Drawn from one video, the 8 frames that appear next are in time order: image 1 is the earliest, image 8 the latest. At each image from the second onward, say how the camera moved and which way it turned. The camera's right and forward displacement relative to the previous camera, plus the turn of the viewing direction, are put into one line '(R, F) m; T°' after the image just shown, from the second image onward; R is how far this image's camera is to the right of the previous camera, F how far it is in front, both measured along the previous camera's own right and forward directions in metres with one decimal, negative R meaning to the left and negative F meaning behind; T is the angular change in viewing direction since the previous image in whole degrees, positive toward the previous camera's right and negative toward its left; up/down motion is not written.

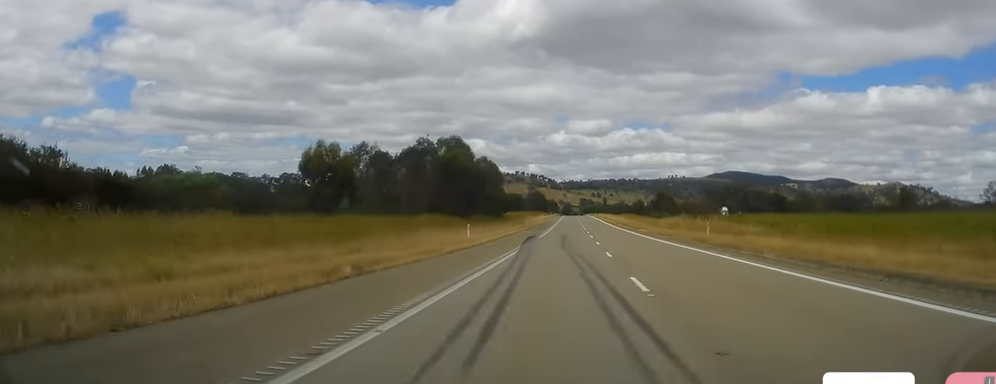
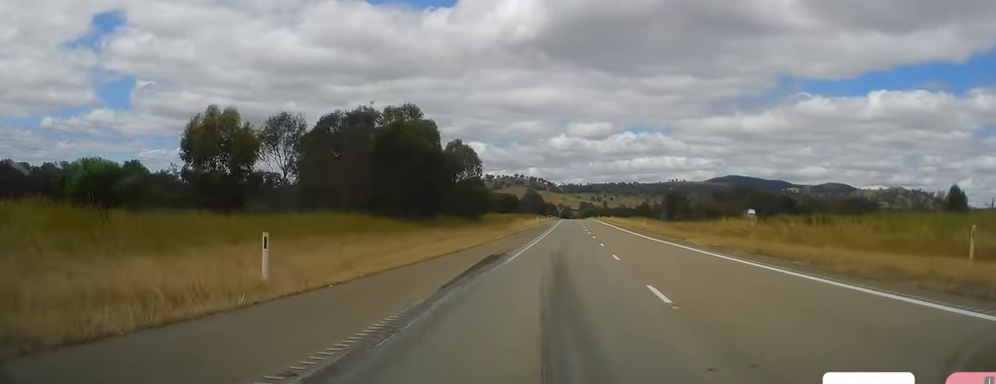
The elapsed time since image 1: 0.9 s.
(+0.4, +25.9) m; +1°
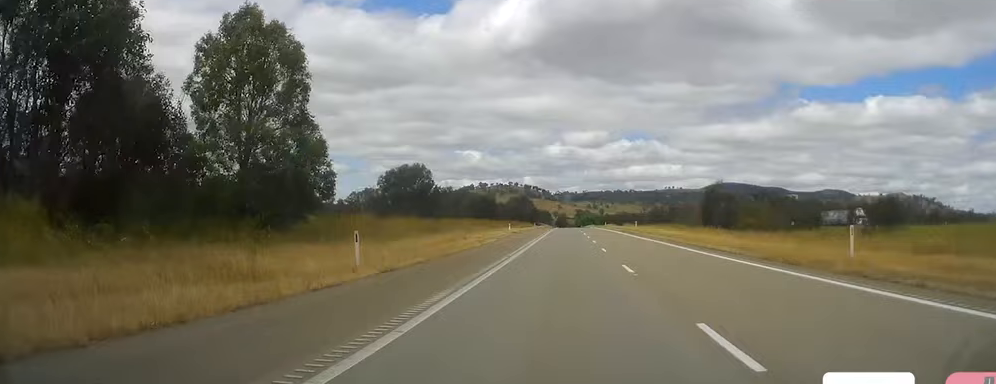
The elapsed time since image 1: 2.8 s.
(-0.2, +54.2) m; -1°
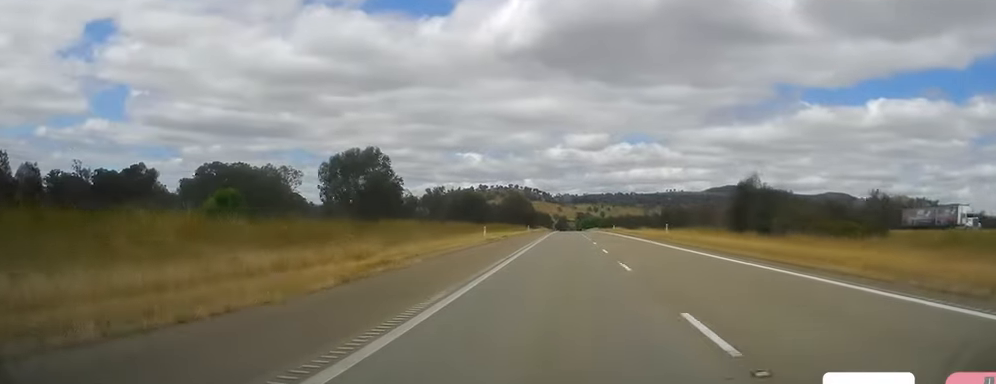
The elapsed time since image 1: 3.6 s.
(-0.1, +23.8) m; 0°
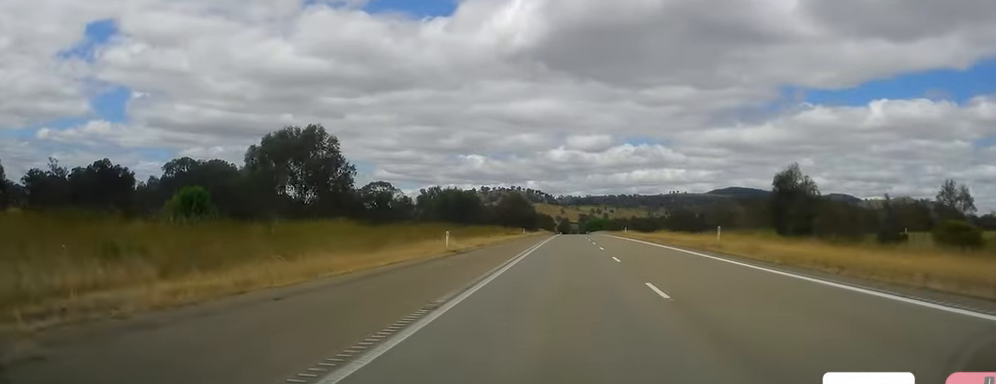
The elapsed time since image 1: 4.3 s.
(+0.1, +18.1) m; 0°
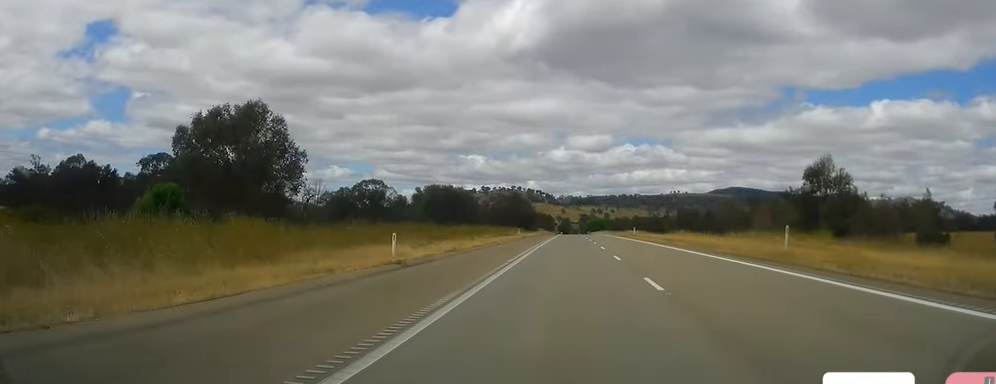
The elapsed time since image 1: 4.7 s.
(-0.1, +11.4) m; 0°
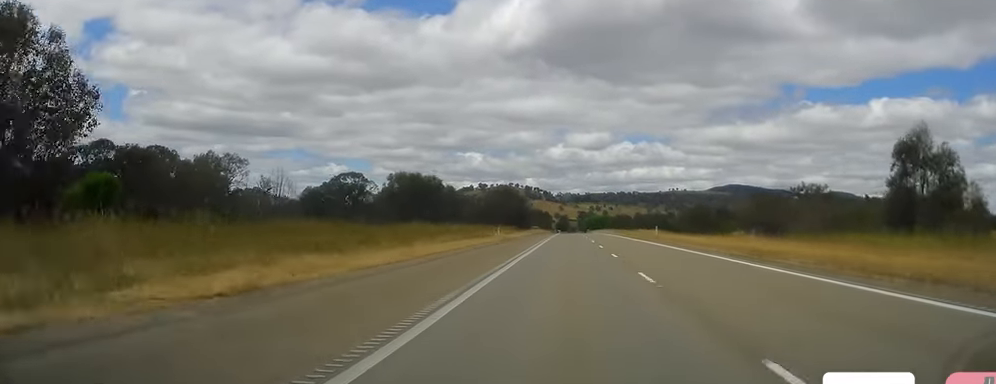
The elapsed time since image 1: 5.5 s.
(0.0, +22.7) m; +1°
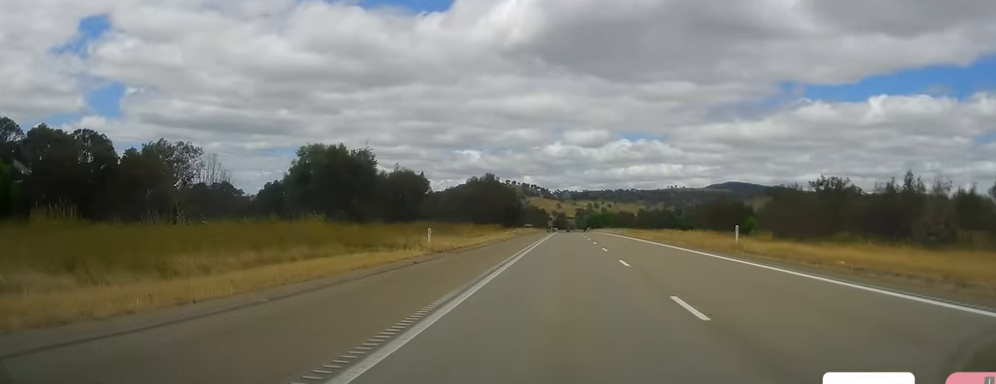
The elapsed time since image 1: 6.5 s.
(+0.3, +30.2) m; 0°
